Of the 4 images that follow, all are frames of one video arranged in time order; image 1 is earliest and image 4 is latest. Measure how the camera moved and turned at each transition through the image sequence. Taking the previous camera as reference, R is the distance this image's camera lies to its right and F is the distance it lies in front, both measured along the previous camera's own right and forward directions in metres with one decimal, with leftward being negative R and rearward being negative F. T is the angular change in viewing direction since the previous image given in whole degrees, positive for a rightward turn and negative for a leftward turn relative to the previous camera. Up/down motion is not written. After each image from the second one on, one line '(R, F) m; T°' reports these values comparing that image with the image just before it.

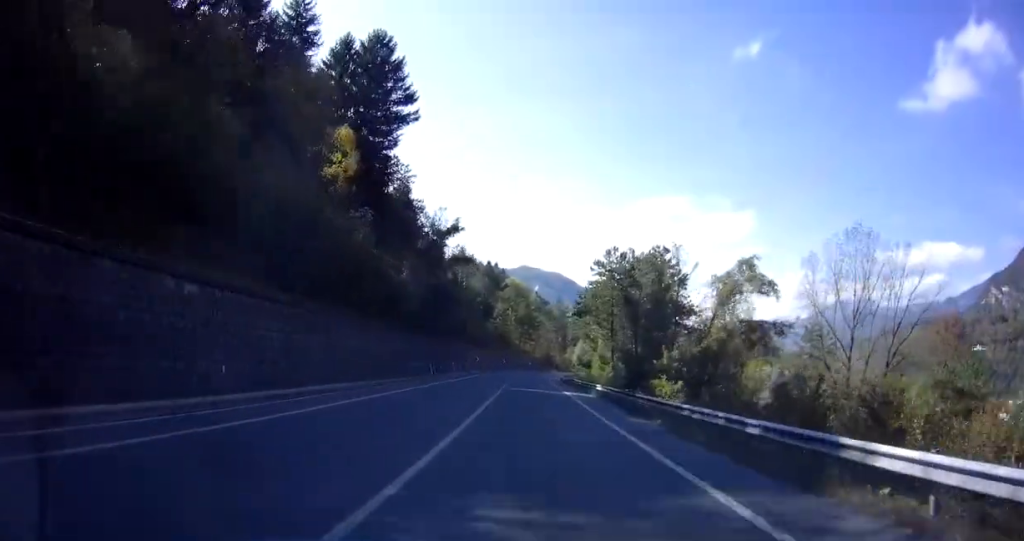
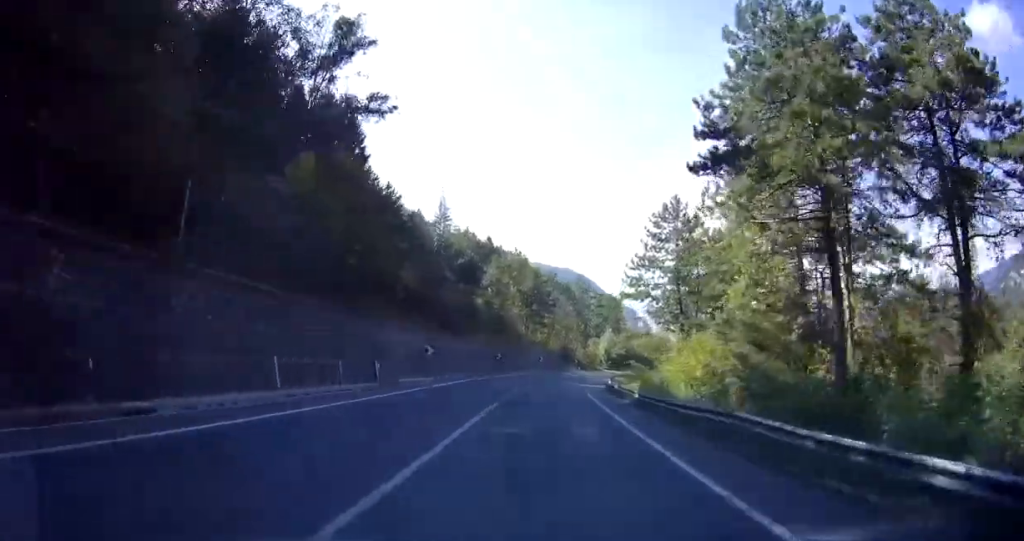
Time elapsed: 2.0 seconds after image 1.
(-0.1, +40.3) m; +1°
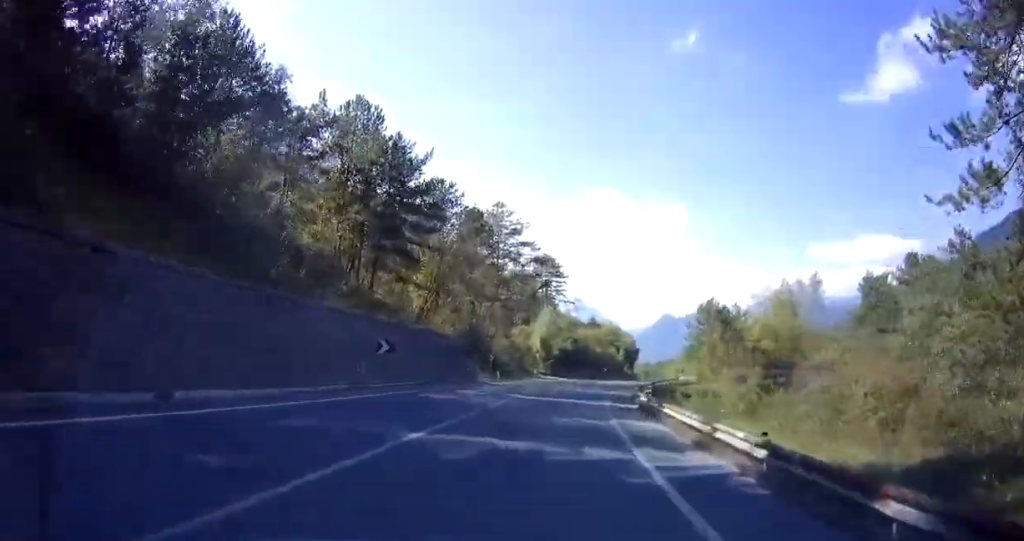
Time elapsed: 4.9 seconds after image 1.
(+3.7, +54.1) m; +9°
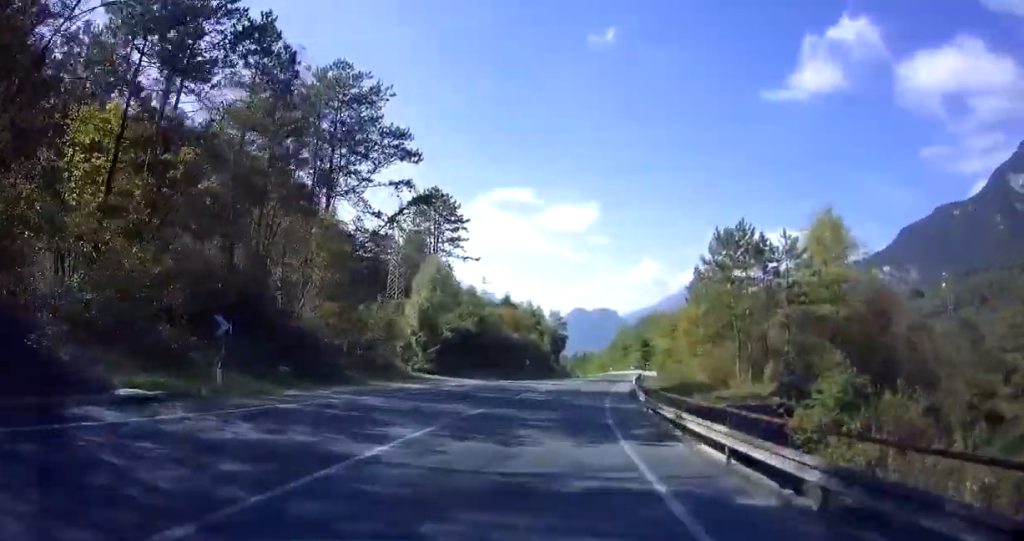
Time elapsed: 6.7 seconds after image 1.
(+1.9, +32.4) m; +9°
